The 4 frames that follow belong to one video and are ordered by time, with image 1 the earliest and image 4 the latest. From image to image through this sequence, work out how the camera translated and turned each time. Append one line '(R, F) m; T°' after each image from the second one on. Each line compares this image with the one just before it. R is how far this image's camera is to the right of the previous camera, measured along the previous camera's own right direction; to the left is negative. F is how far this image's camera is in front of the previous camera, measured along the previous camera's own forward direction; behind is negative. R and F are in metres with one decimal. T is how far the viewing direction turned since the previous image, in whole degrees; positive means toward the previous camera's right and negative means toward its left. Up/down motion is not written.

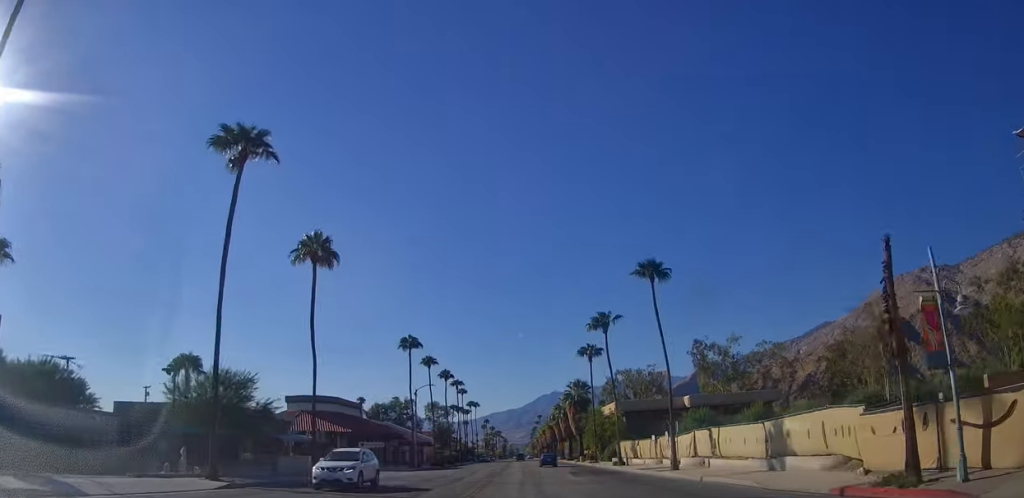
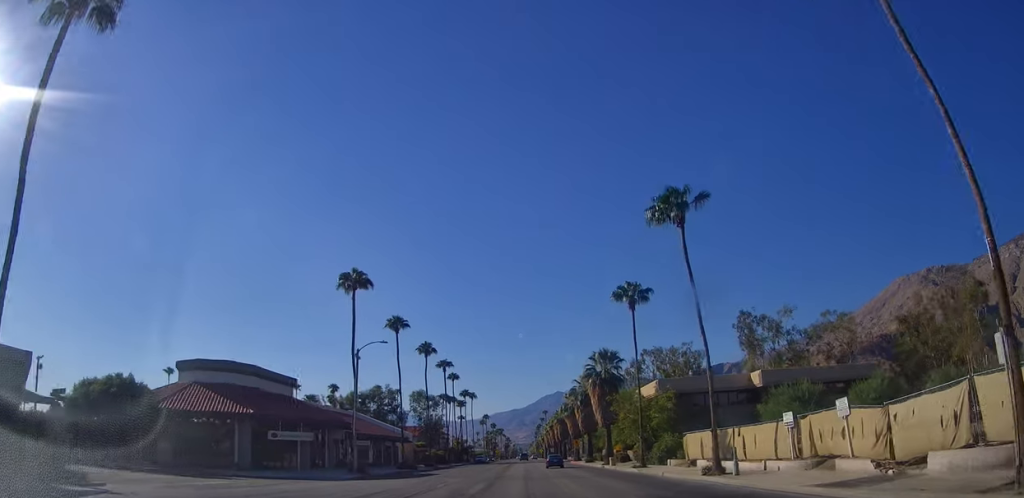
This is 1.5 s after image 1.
(0.0, +26.5) m; 0°
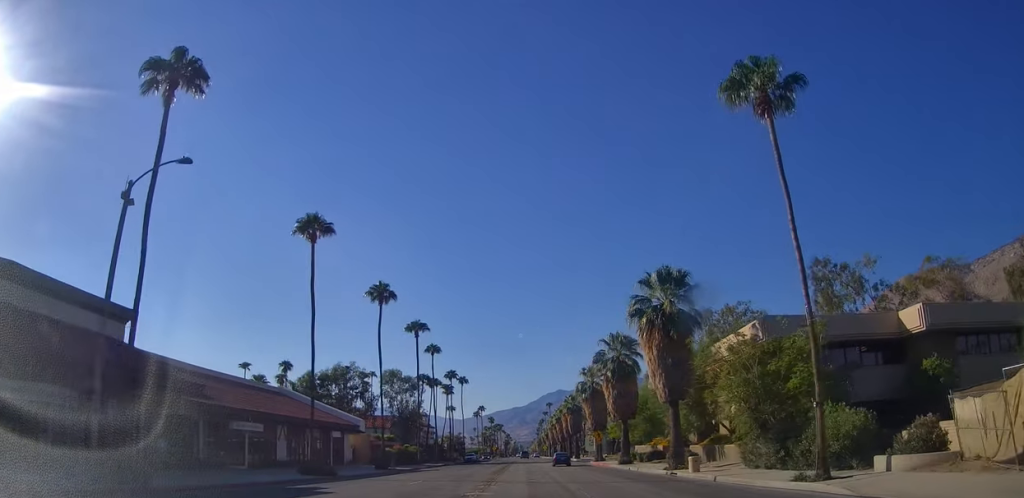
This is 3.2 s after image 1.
(0.0, +28.2) m; 0°
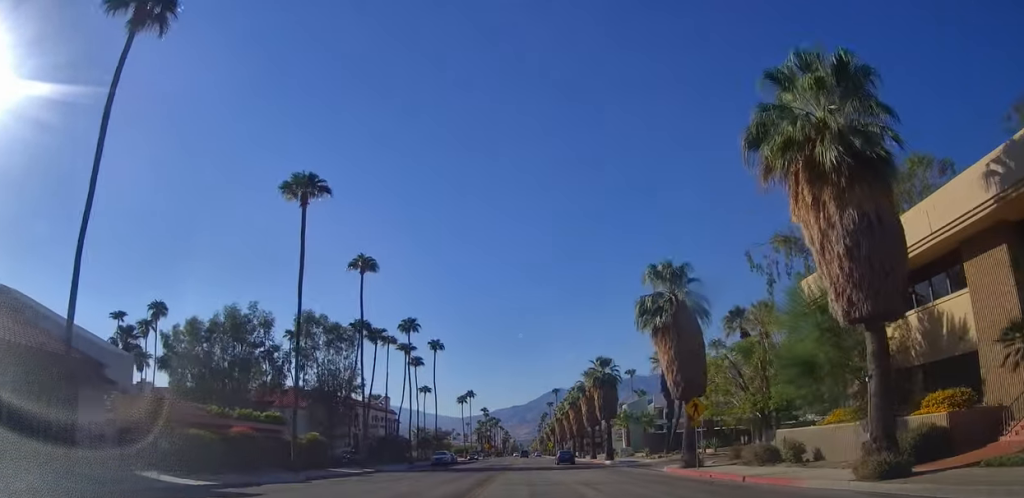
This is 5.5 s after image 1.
(0.0, +40.3) m; 0°
